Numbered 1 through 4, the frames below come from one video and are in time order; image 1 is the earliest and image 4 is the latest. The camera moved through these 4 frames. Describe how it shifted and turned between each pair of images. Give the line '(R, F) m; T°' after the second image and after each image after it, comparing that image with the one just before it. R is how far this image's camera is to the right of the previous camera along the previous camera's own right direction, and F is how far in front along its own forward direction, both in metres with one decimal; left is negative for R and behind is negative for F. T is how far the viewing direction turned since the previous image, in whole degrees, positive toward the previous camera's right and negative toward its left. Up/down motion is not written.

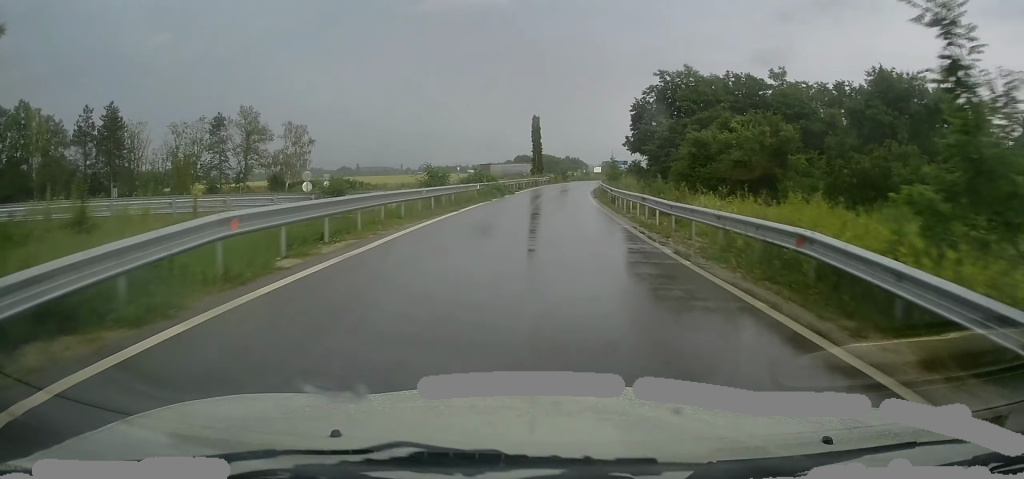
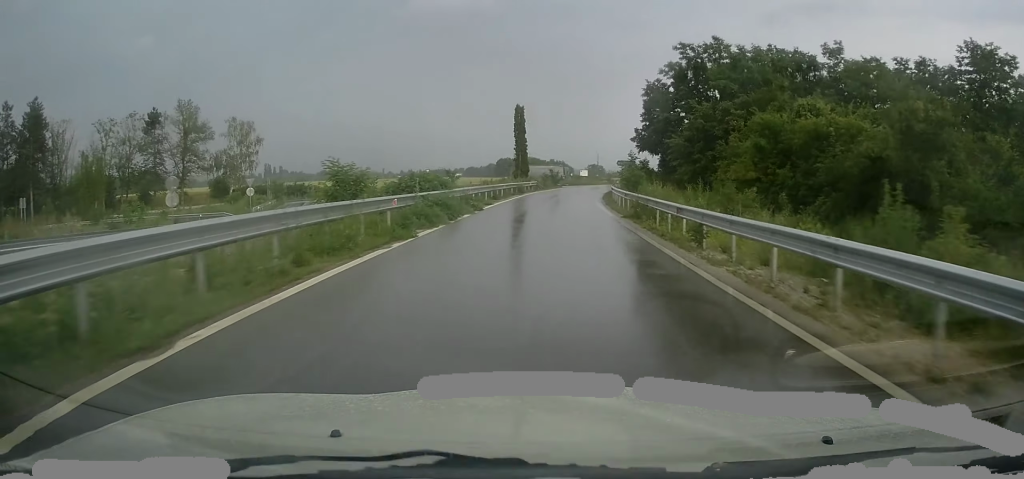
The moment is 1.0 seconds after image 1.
(0.0, +16.7) m; 0°
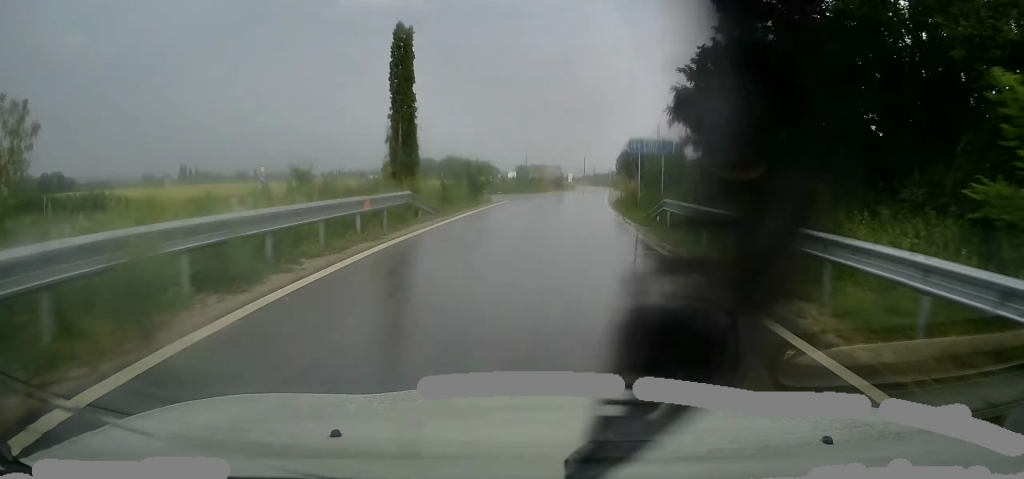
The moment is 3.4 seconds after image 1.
(+1.8, +38.0) m; +7°
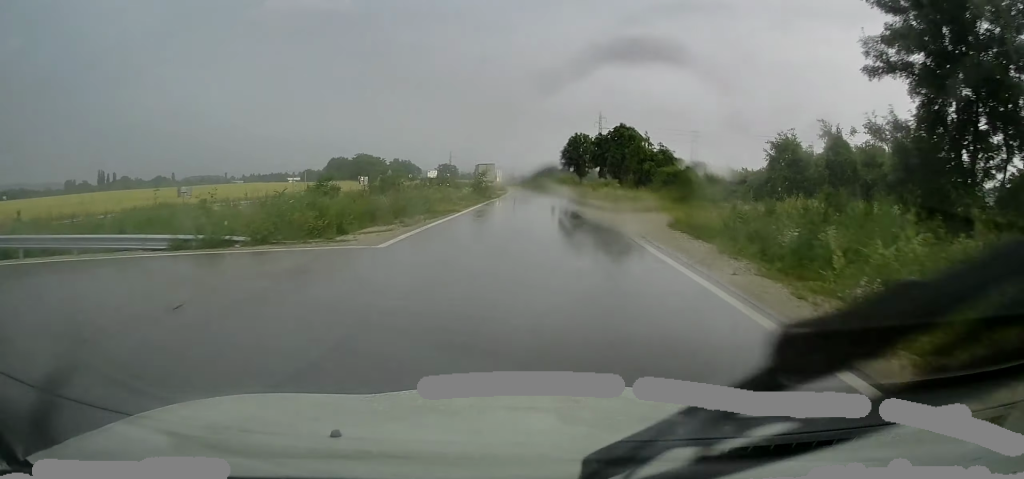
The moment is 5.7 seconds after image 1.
(+2.0, +35.5) m; +6°
